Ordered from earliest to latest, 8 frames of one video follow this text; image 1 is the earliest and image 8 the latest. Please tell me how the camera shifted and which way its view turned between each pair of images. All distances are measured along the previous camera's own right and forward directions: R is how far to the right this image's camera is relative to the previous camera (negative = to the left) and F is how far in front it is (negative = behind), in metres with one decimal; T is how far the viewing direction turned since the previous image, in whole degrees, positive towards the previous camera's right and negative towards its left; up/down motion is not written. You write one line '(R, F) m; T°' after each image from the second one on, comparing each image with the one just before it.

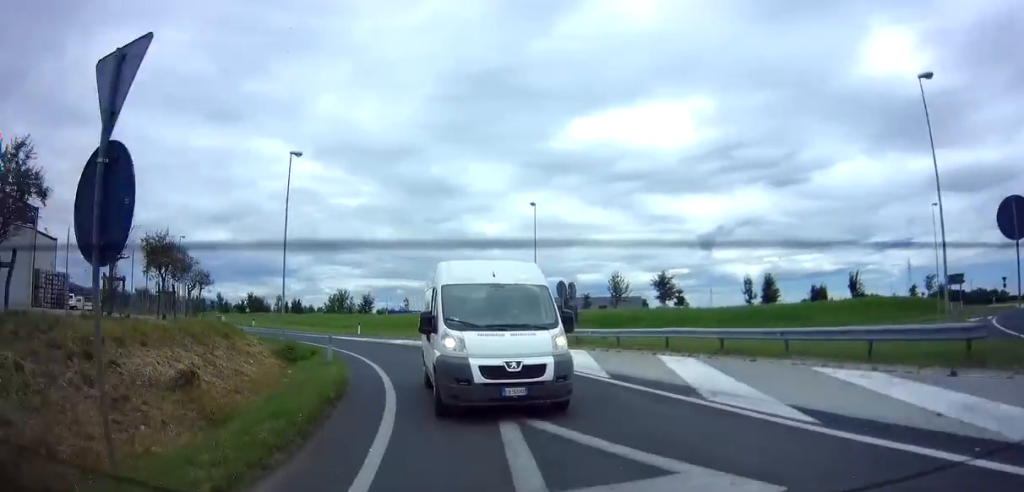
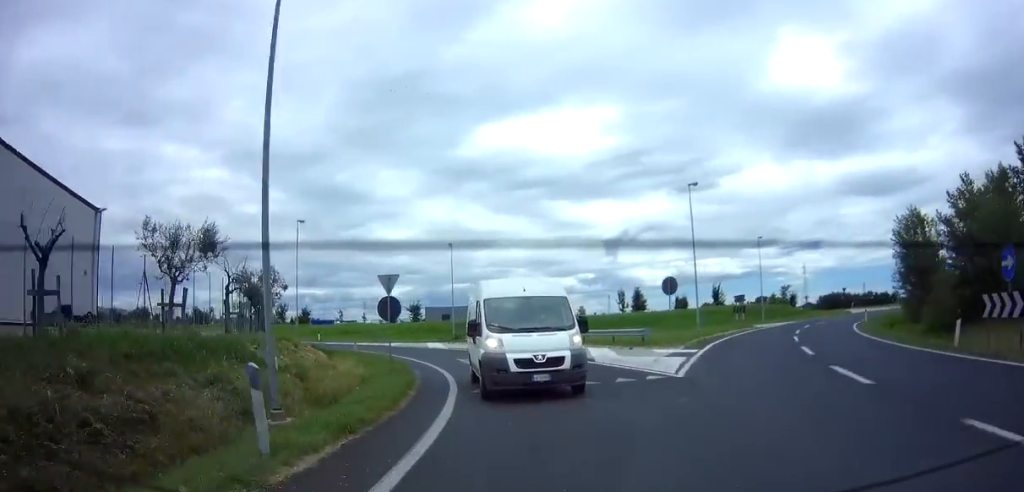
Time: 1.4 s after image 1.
(+1.4, +16.7) m; +8°
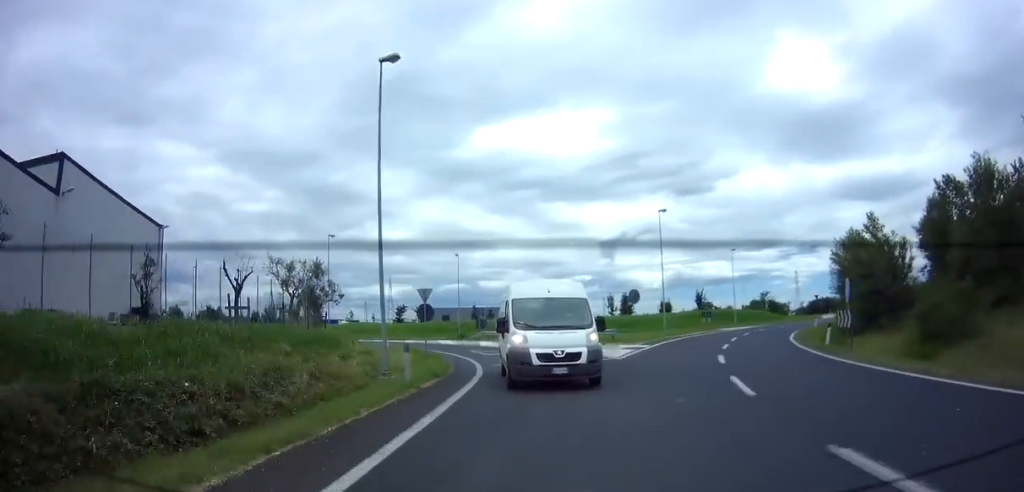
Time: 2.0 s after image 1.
(+0.3, +7.9) m; +1°
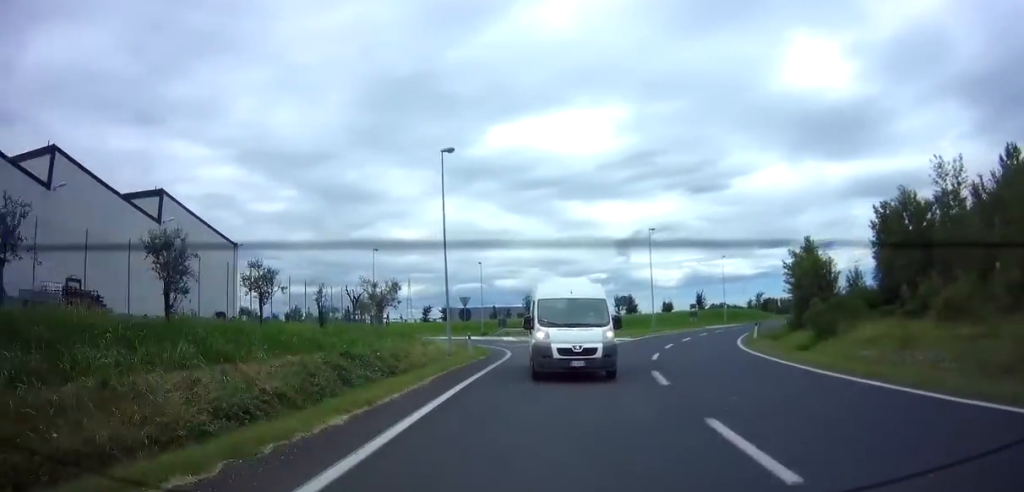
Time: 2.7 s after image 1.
(+0.1, +9.8) m; -1°
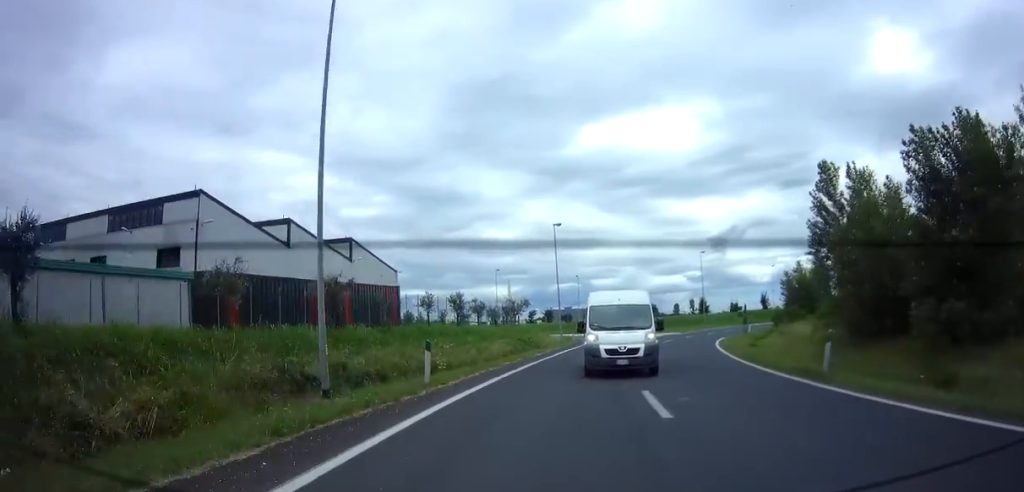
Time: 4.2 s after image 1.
(-1.1, +19.6) m; -9°
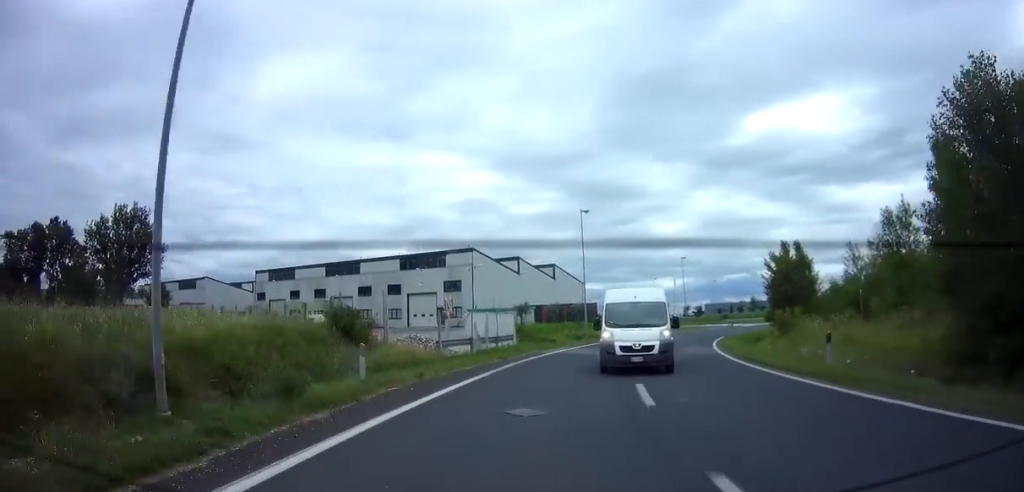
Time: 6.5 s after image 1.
(-4.5, +31.0) m; -17°
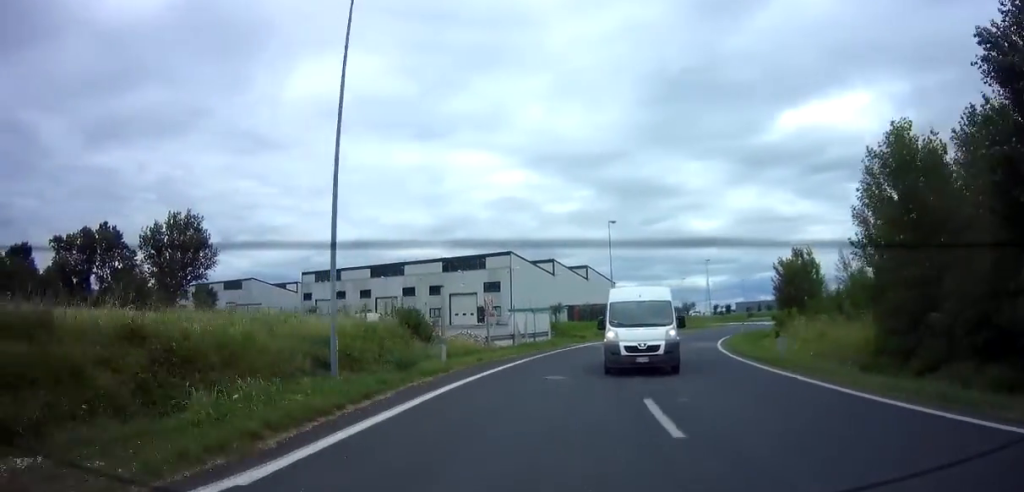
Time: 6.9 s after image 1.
(-0.2, +5.3) m; -3°
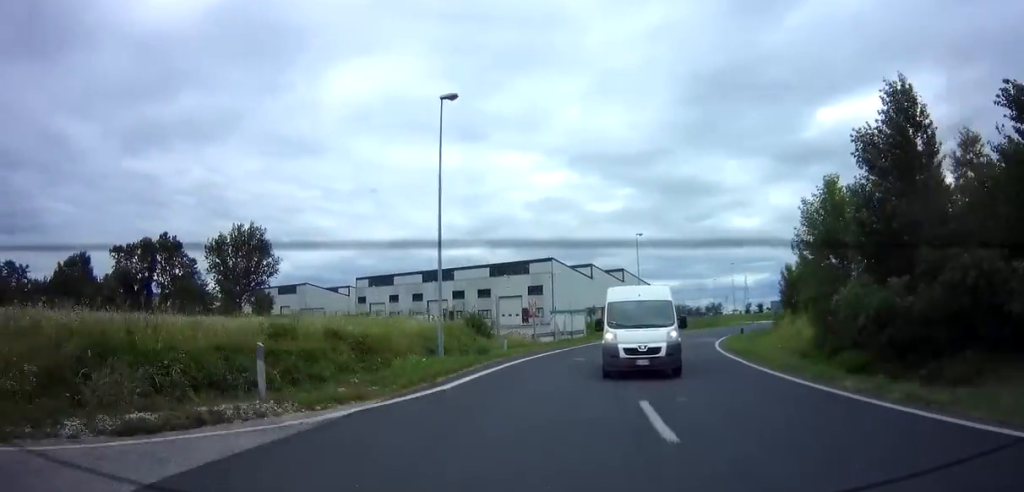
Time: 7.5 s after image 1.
(-0.3, +7.5) m; -4°
